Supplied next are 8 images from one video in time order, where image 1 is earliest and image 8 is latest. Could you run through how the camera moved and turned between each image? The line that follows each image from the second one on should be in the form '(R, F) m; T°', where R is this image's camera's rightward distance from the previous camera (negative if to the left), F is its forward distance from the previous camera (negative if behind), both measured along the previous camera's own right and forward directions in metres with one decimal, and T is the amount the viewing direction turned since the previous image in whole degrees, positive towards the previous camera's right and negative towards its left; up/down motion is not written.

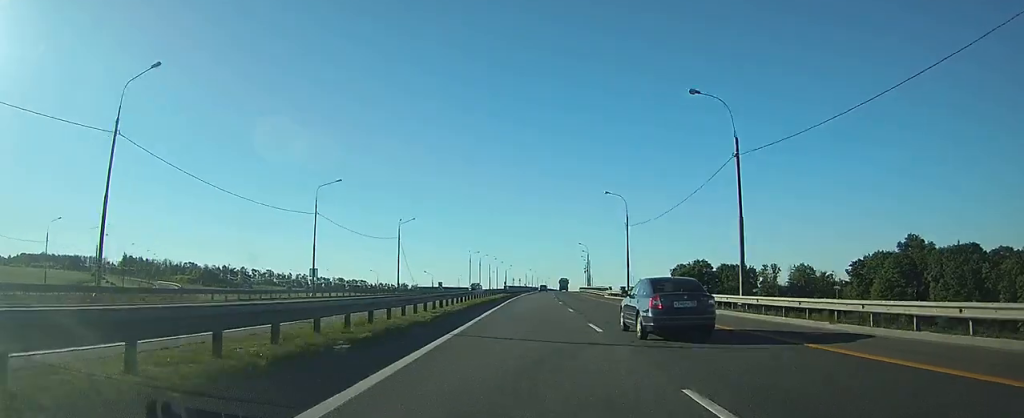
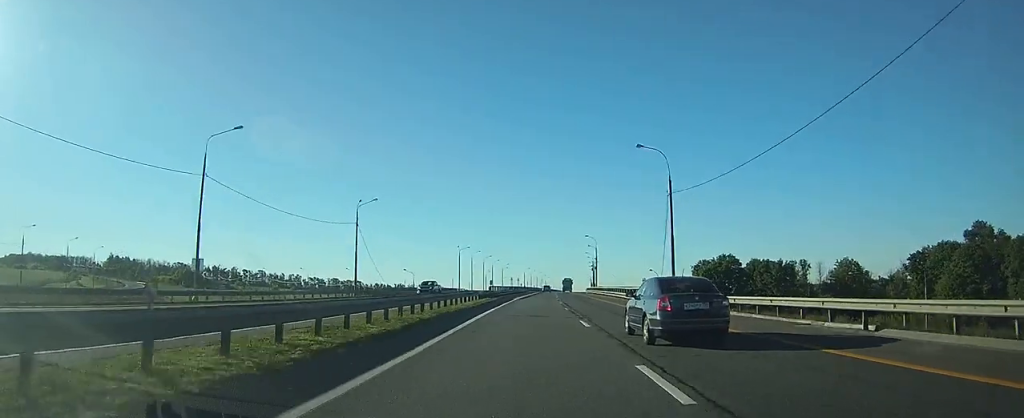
(+0.1, +22.2) m; 0°
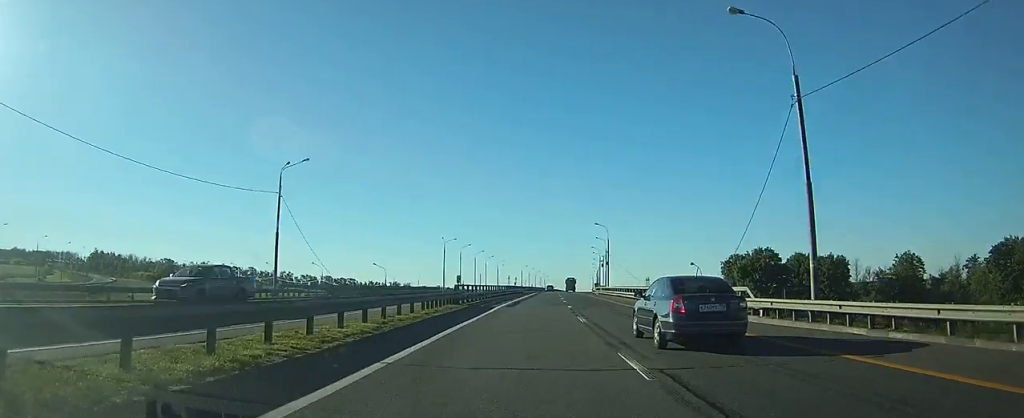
(+0.1, +22.7) m; 0°
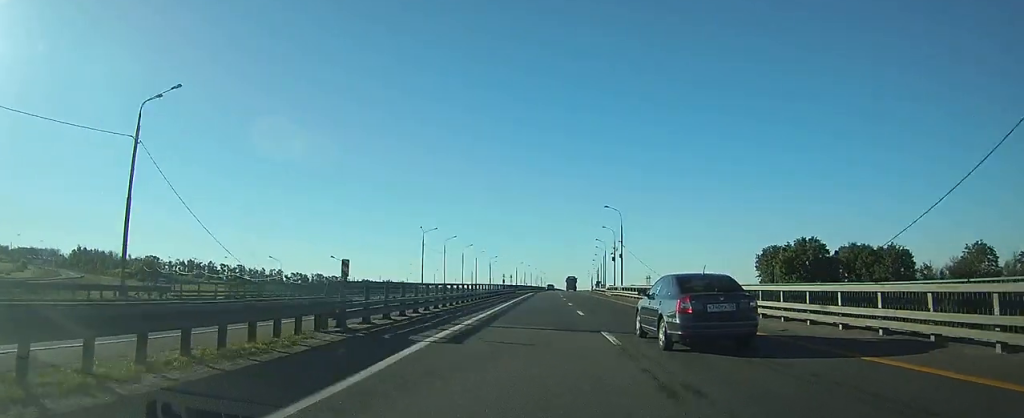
(0.0, +20.2) m; 0°
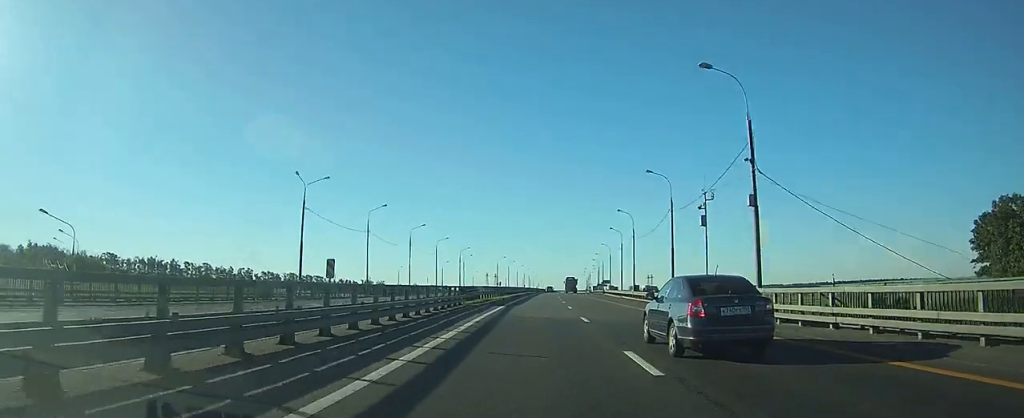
(+0.6, +52.3) m; +1°
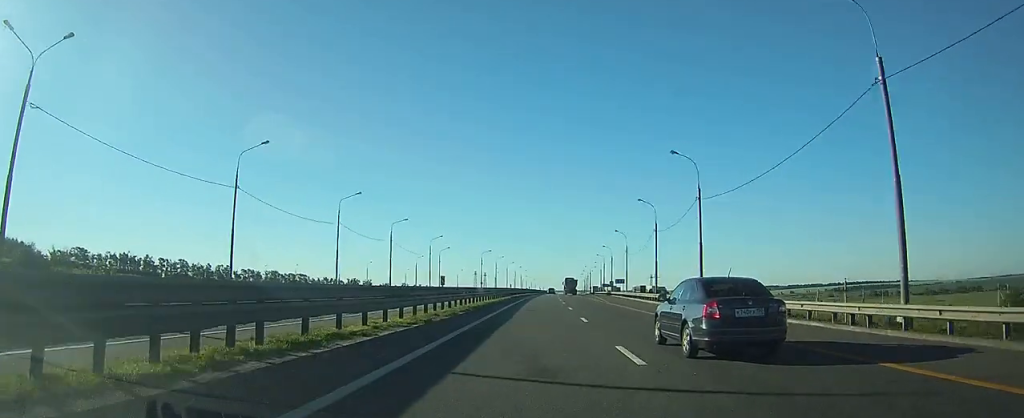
(+0.2, +34.7) m; +1°
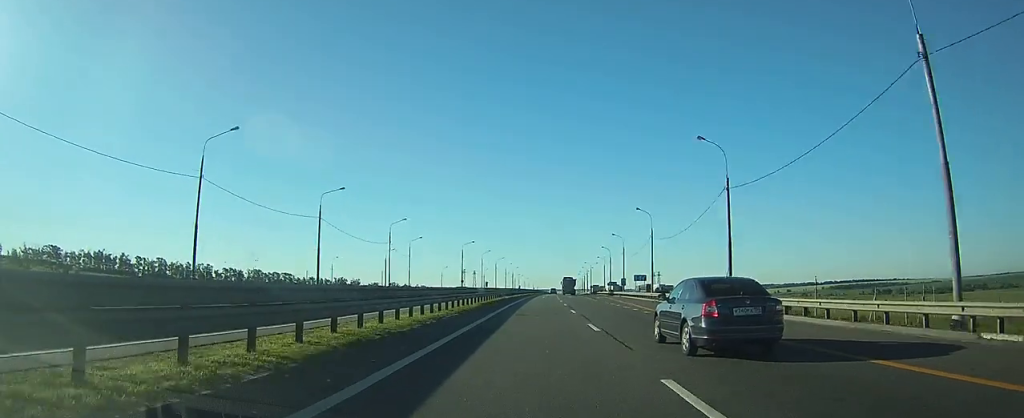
(+0.2, +28.3) m; +1°
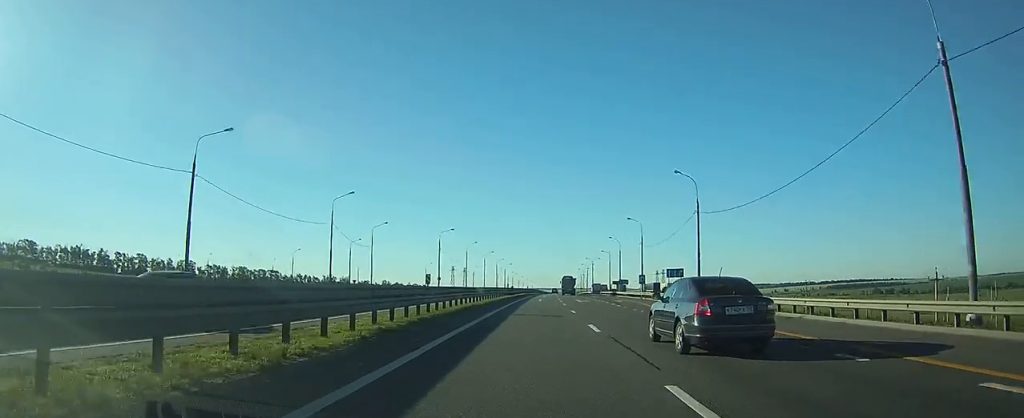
(+0.1, +24.2) m; 0°
